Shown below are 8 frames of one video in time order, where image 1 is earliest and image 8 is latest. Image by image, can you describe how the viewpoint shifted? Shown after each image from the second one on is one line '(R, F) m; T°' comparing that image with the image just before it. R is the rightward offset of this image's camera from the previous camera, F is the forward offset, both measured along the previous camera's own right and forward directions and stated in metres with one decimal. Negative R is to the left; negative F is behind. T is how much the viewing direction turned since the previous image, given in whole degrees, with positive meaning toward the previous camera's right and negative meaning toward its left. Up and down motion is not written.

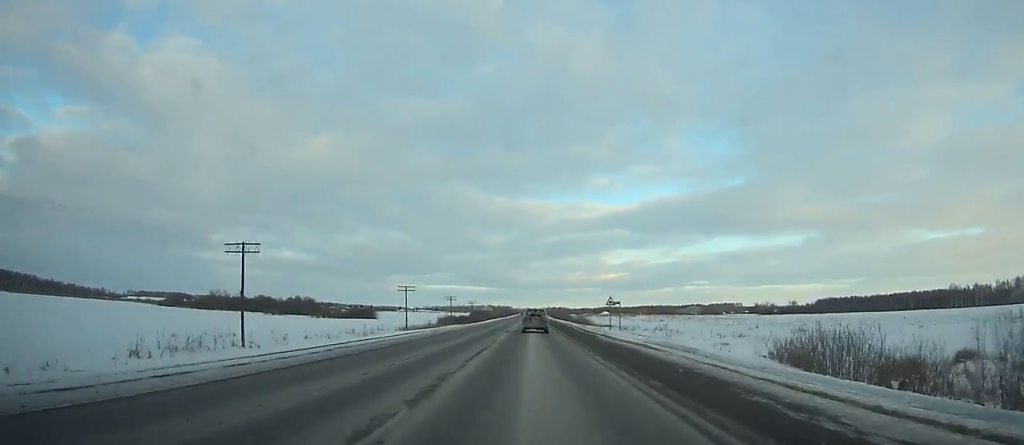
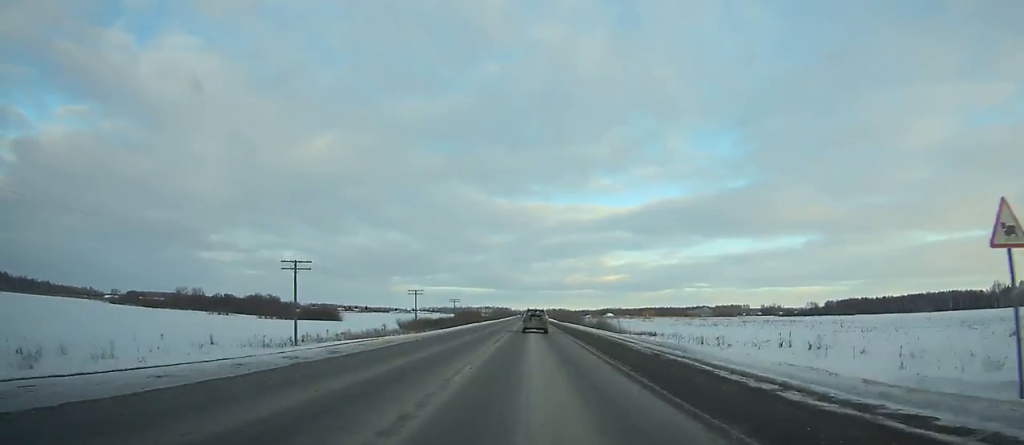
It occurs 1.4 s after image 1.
(0.0, +40.1) m; 0°
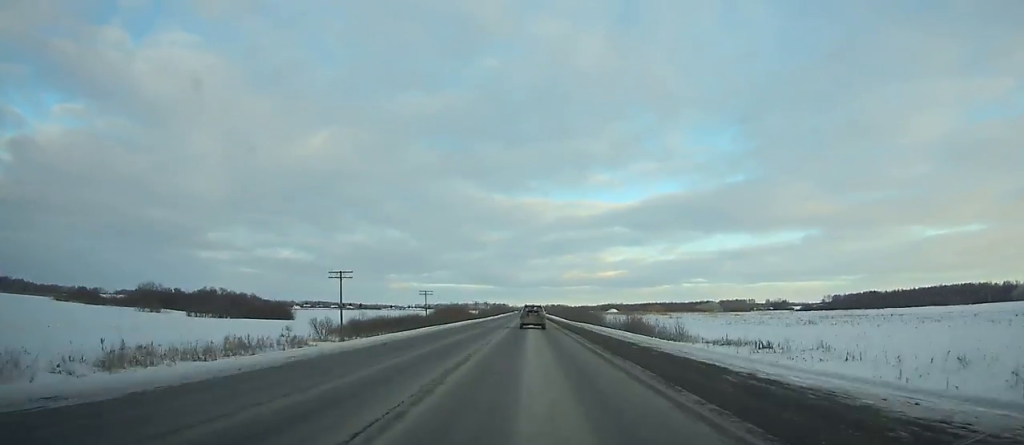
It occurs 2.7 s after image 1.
(0.0, +37.5) m; 0°
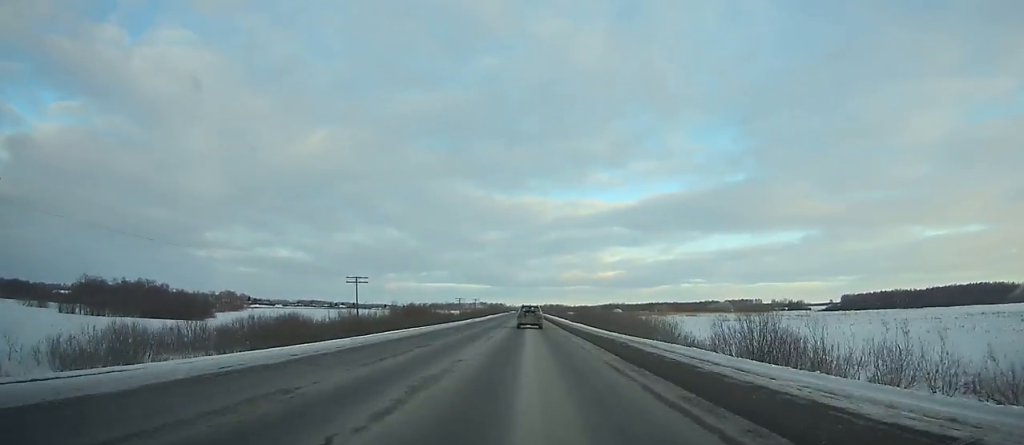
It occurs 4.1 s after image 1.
(0.0, +40.3) m; 0°
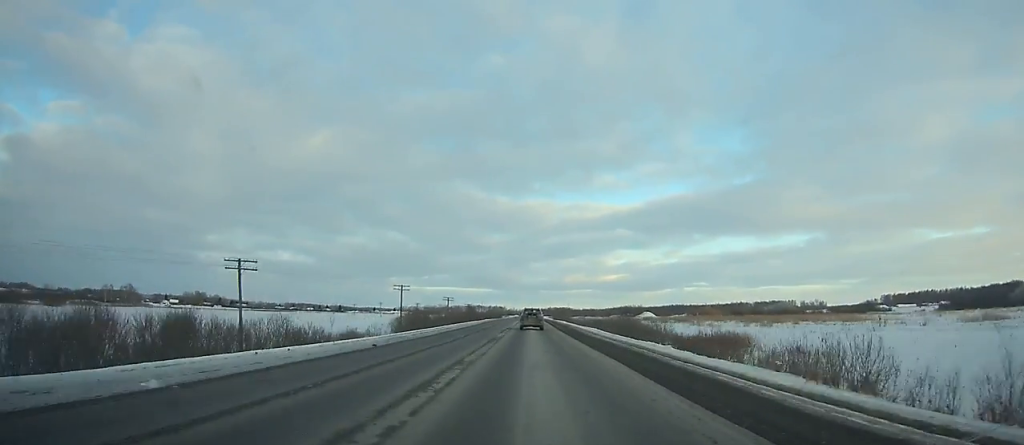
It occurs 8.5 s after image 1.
(+0.2, +127.0) m; 0°
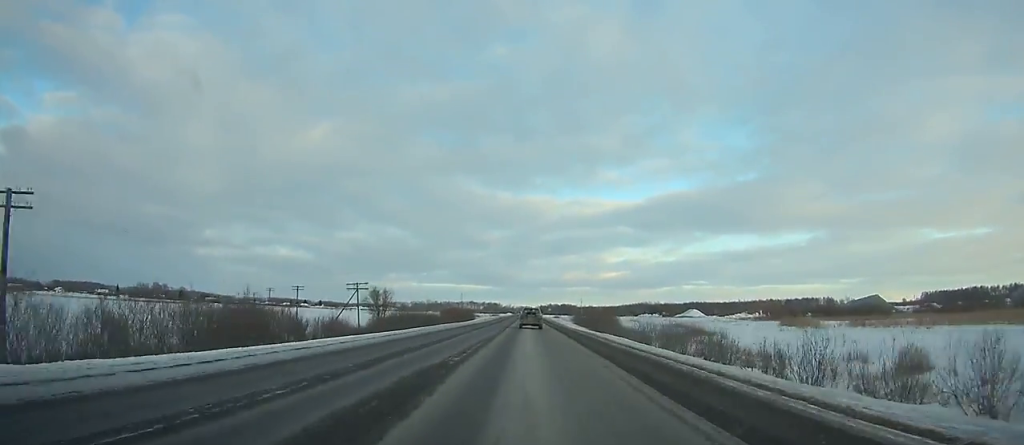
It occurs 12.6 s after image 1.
(+0.2, +118.0) m; 0°
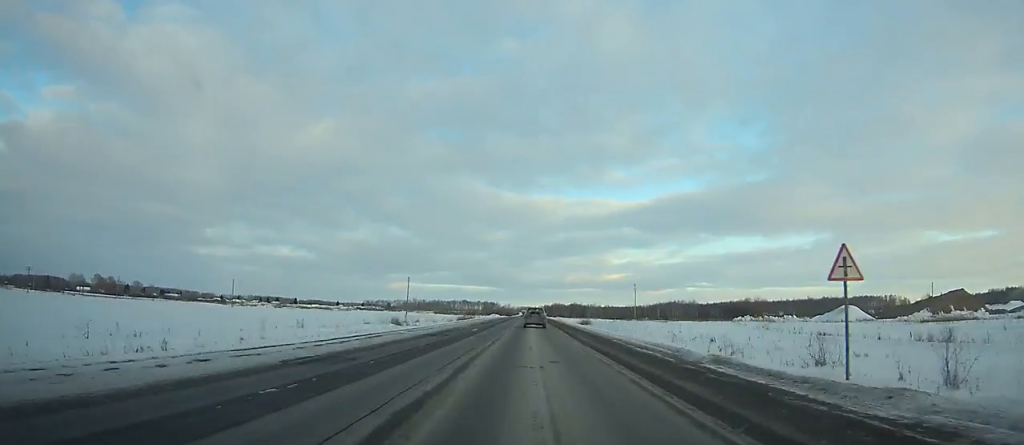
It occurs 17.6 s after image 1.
(-0.1, +142.8) m; 0°
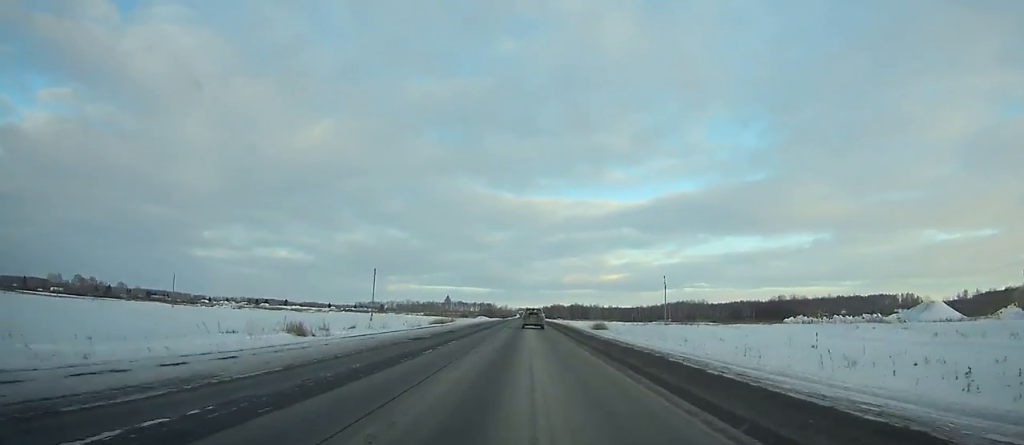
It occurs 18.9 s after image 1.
(+0.1, +37.0) m; 0°
